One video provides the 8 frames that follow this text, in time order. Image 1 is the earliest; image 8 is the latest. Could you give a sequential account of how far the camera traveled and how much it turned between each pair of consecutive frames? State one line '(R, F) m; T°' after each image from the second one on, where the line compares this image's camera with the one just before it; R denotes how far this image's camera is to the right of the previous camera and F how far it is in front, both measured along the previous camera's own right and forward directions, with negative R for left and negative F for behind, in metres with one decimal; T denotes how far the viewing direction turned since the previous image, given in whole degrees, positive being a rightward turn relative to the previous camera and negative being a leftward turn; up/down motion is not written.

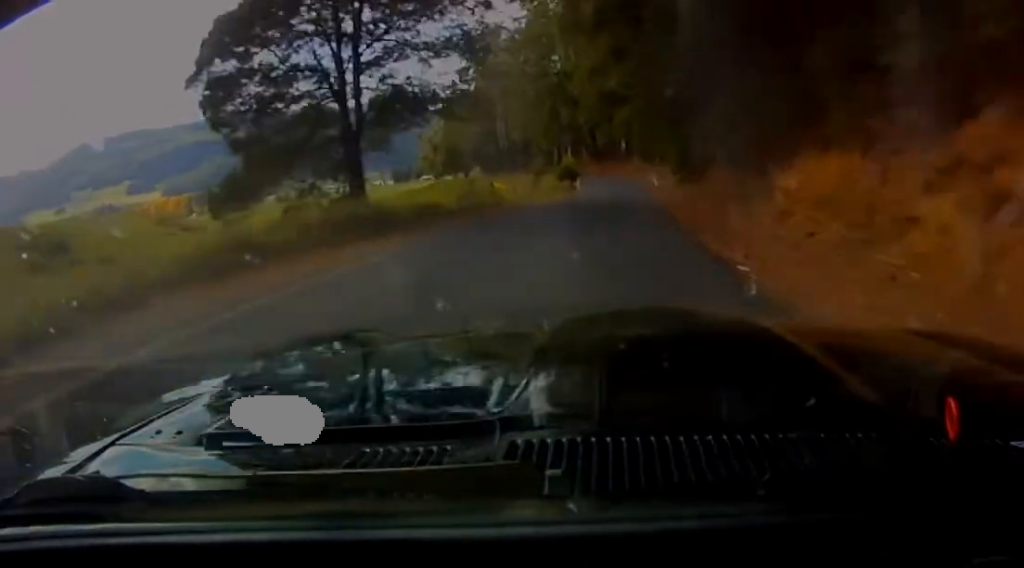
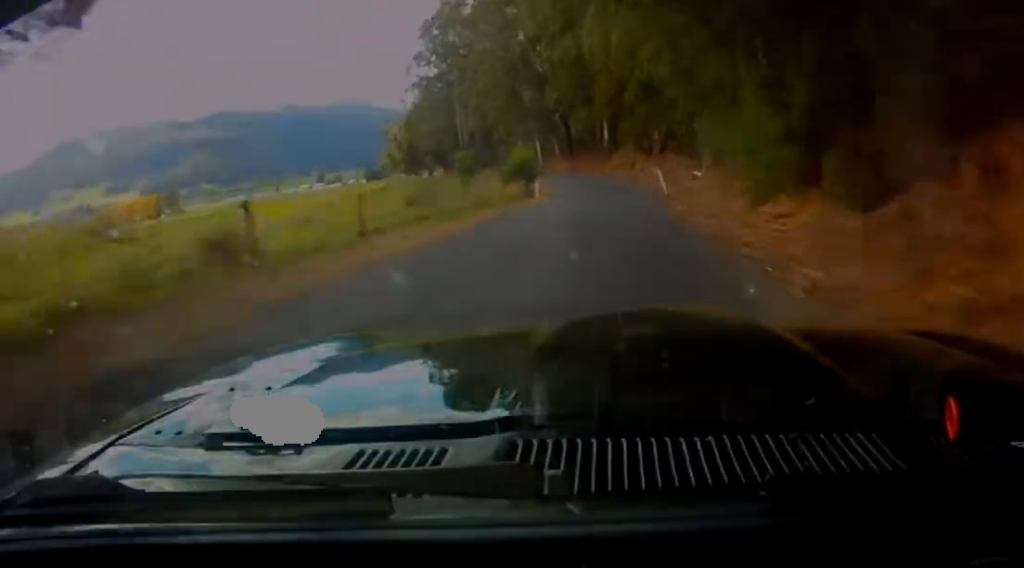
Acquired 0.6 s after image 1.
(-0.2, +25.0) m; 0°
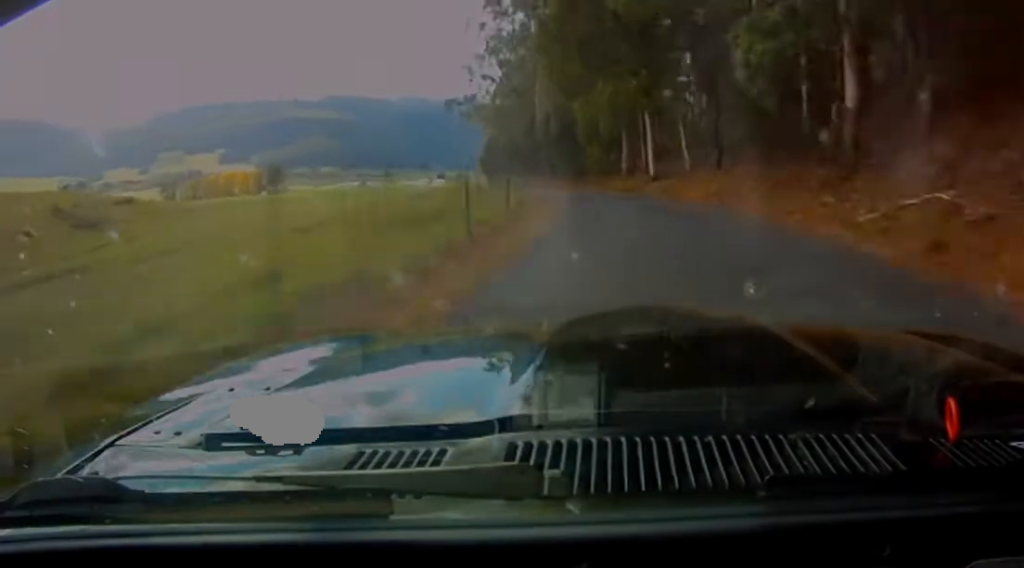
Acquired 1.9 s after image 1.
(-0.3, +56.1) m; -1°
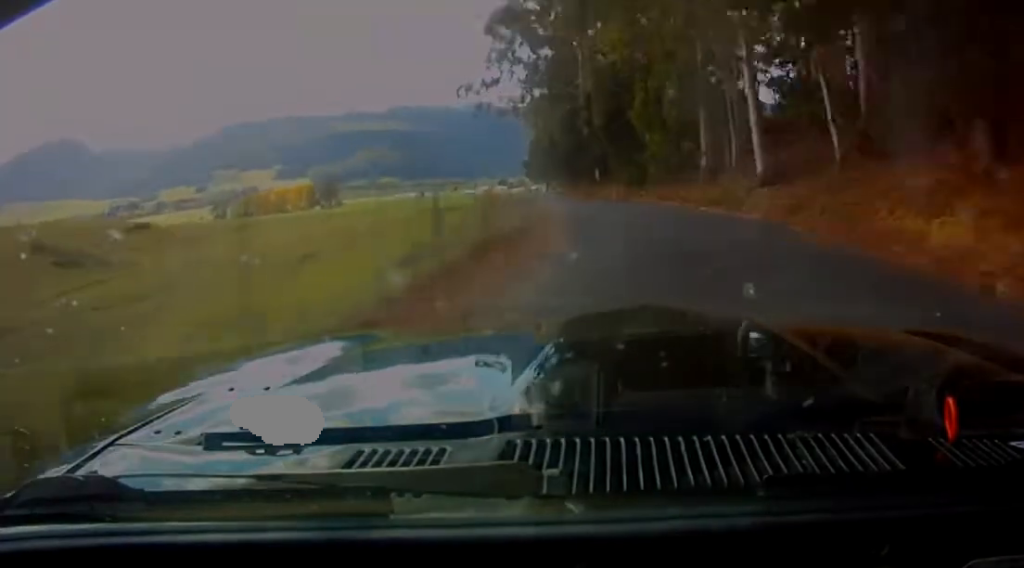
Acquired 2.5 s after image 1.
(-0.1, +24.7) m; -2°
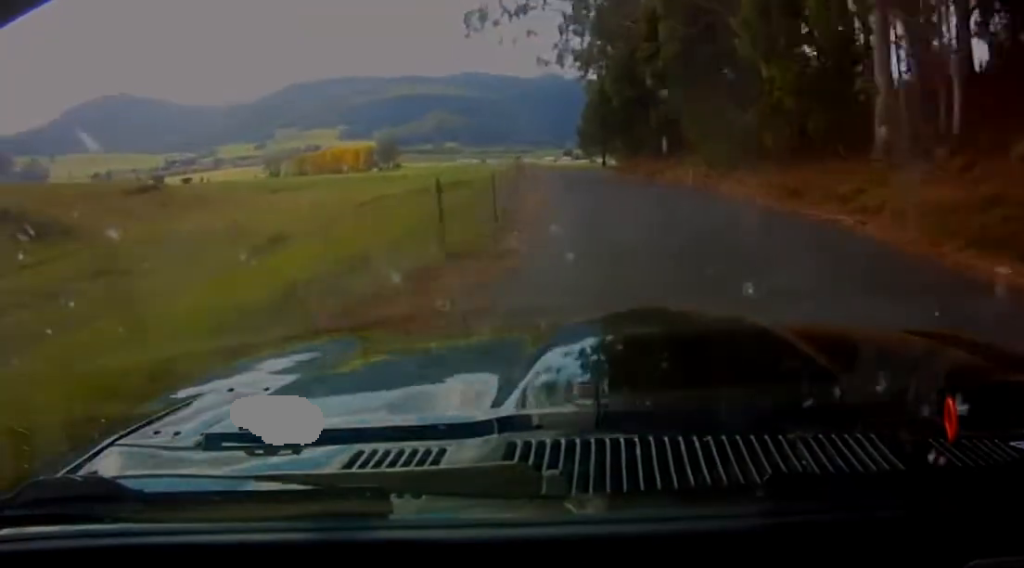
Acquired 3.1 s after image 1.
(-0.5, +22.6) m; -2°
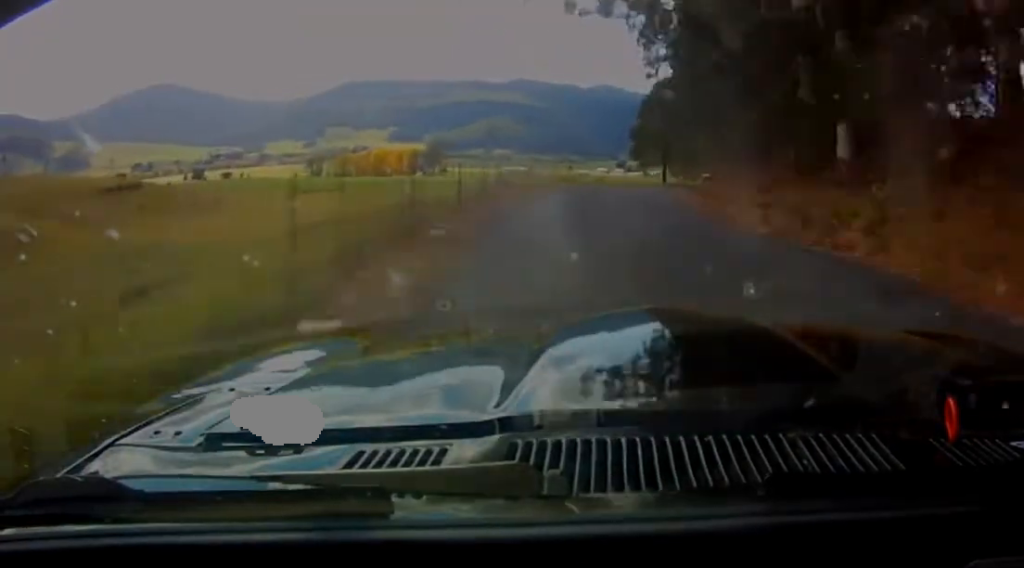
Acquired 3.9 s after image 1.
(-1.1, +29.7) m; -1°
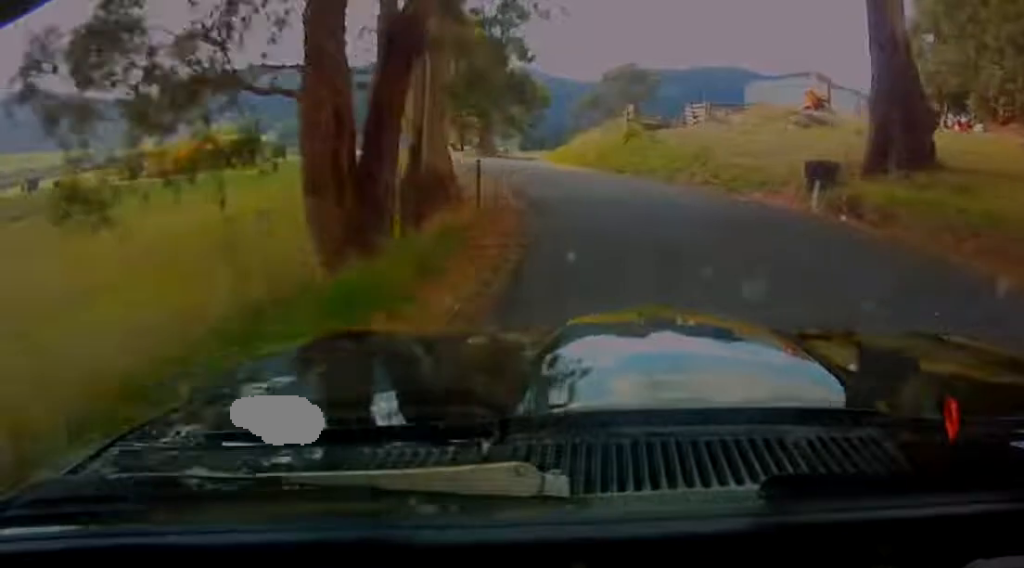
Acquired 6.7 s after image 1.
(+9.6, +104.4) m; +5°
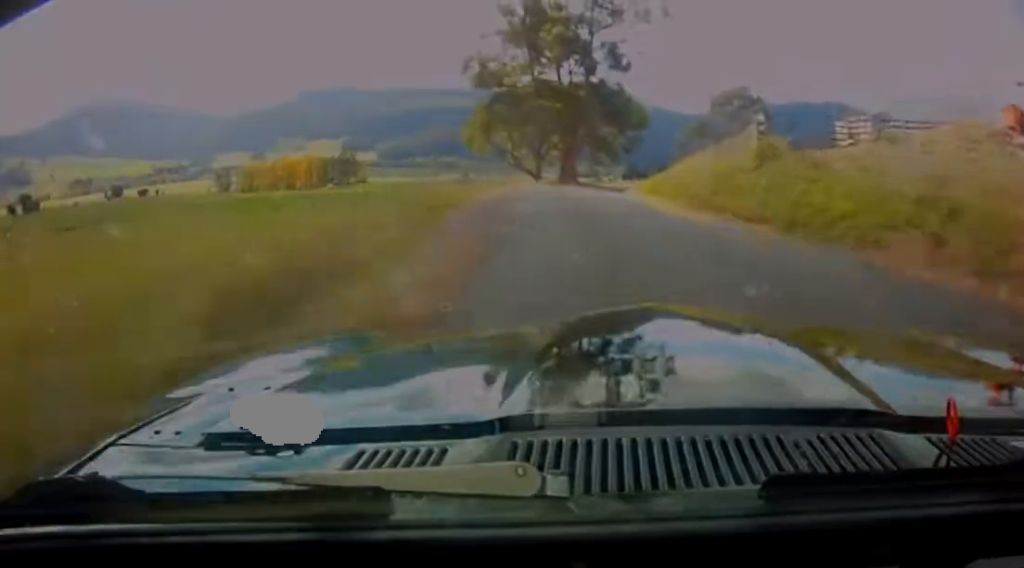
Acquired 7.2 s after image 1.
(-0.6, +16.6) m; -1°
